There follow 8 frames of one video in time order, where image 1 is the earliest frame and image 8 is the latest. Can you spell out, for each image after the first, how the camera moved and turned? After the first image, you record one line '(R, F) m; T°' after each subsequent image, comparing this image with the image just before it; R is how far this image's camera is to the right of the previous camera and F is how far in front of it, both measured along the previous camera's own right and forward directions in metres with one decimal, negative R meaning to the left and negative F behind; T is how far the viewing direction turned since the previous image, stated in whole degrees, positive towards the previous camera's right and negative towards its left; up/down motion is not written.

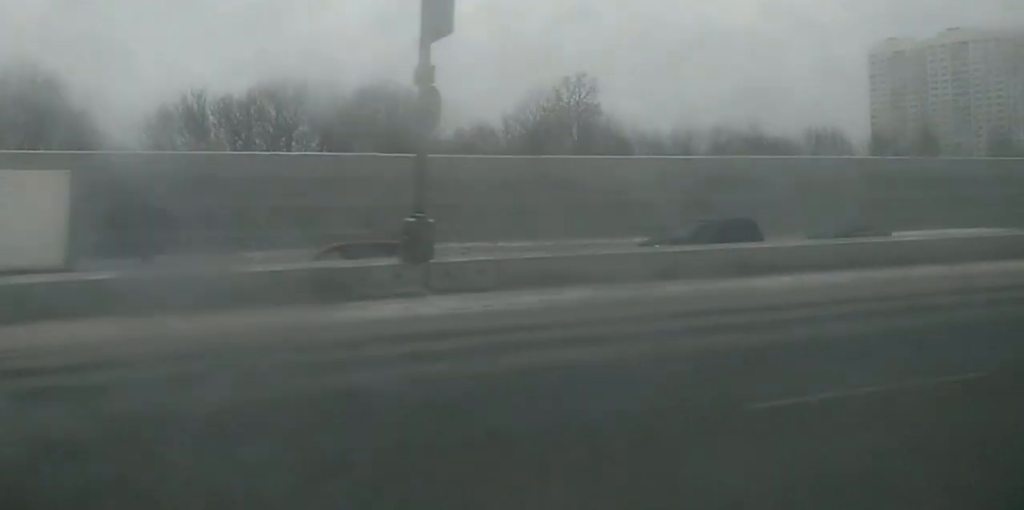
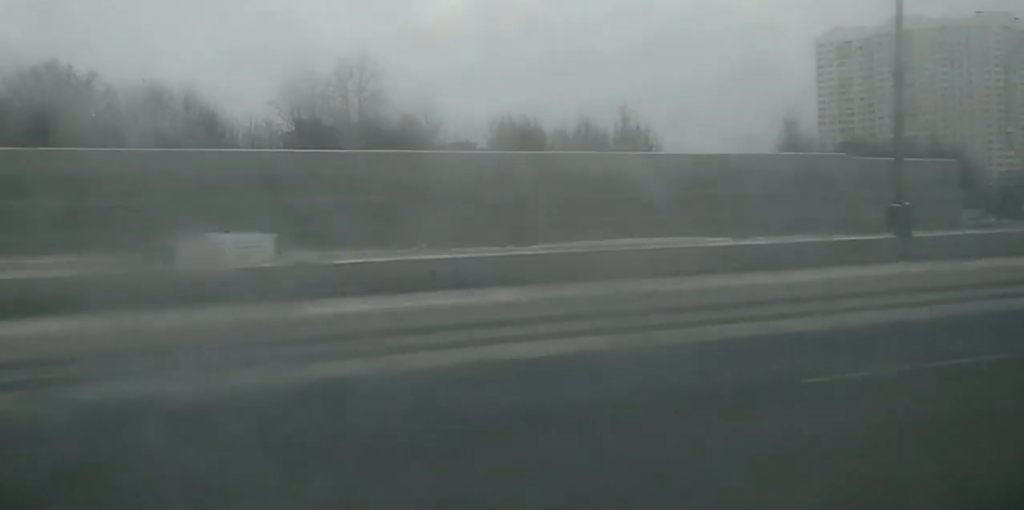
(+0.5, +23.0) m; +1°
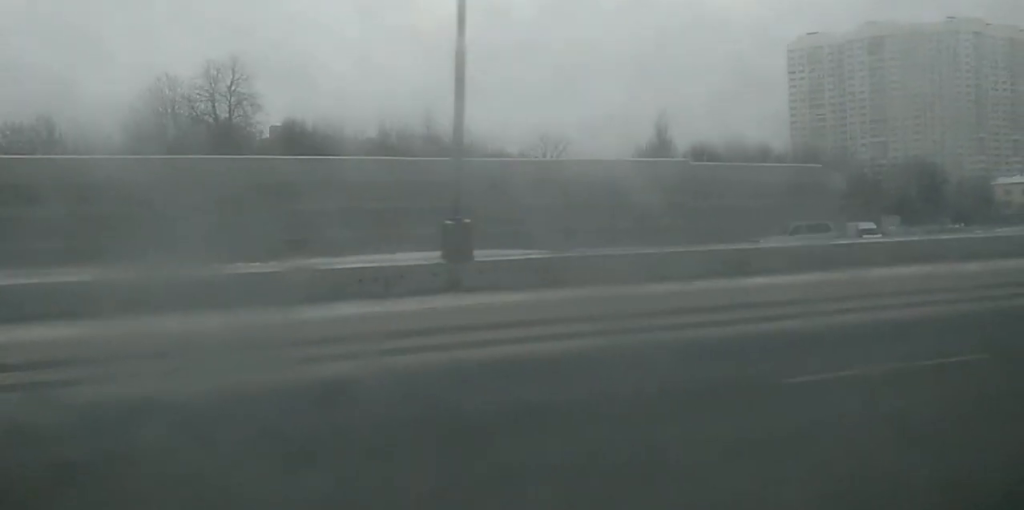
(0.0, +11.8) m; 0°
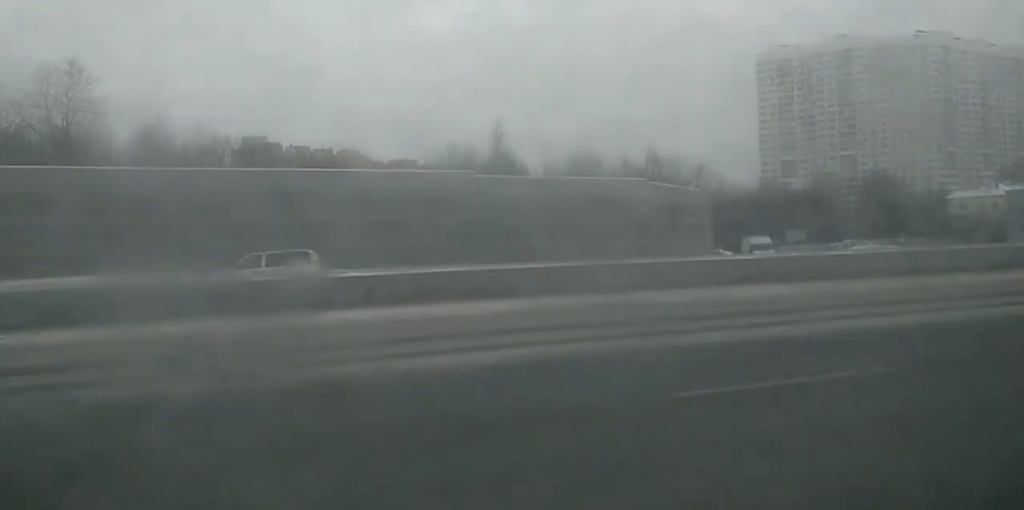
(0.0, +12.7) m; 0°
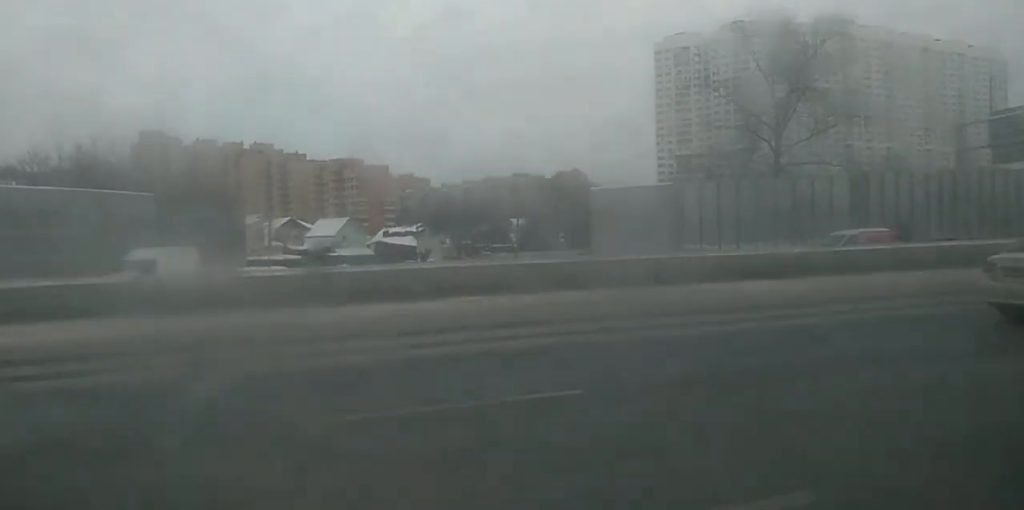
(+0.1, +39.2) m; 0°
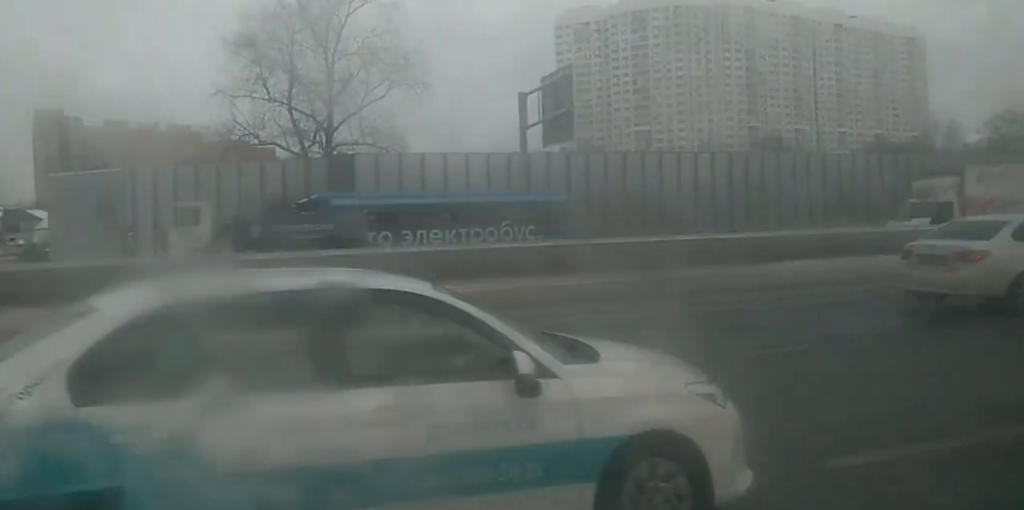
(0.0, +32.8) m; 0°
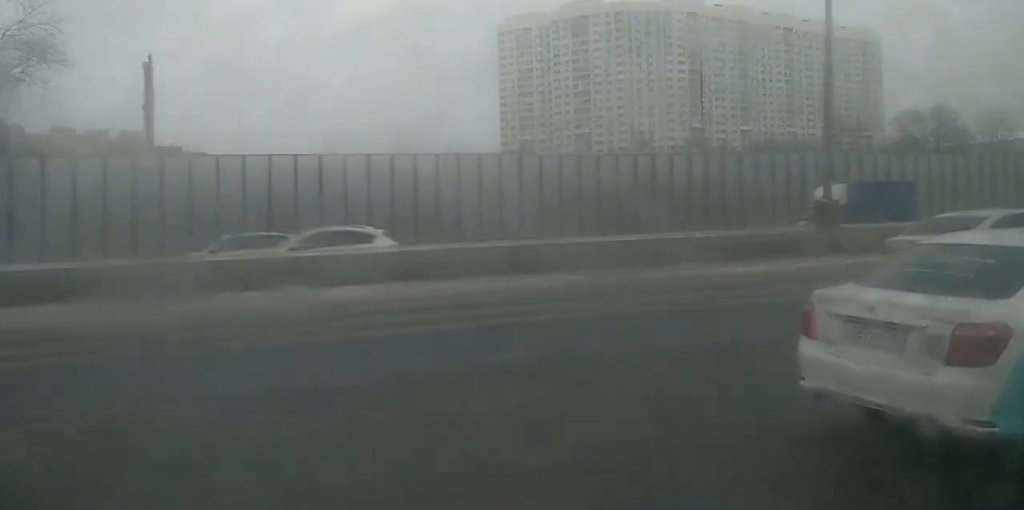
(0.0, +18.5) m; 0°
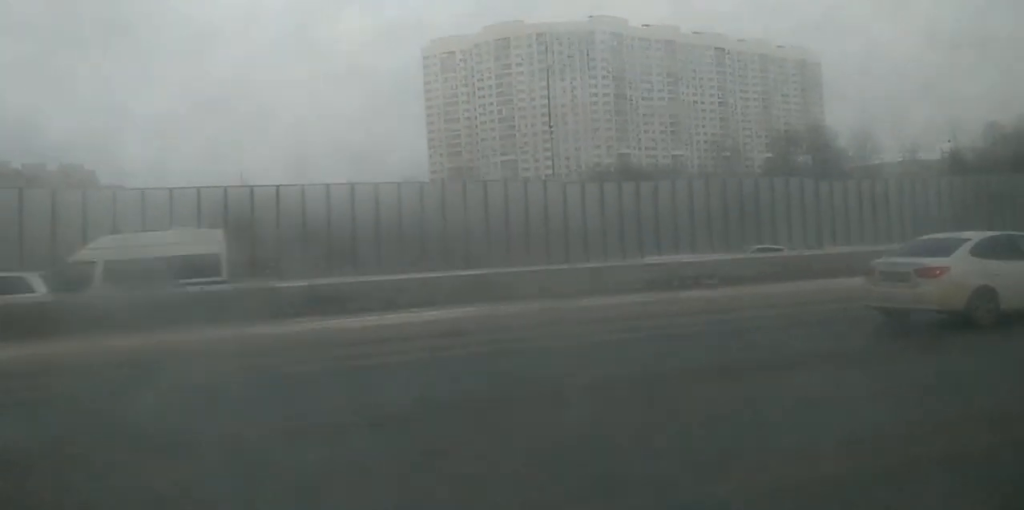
(0.0, +21.3) m; 0°
